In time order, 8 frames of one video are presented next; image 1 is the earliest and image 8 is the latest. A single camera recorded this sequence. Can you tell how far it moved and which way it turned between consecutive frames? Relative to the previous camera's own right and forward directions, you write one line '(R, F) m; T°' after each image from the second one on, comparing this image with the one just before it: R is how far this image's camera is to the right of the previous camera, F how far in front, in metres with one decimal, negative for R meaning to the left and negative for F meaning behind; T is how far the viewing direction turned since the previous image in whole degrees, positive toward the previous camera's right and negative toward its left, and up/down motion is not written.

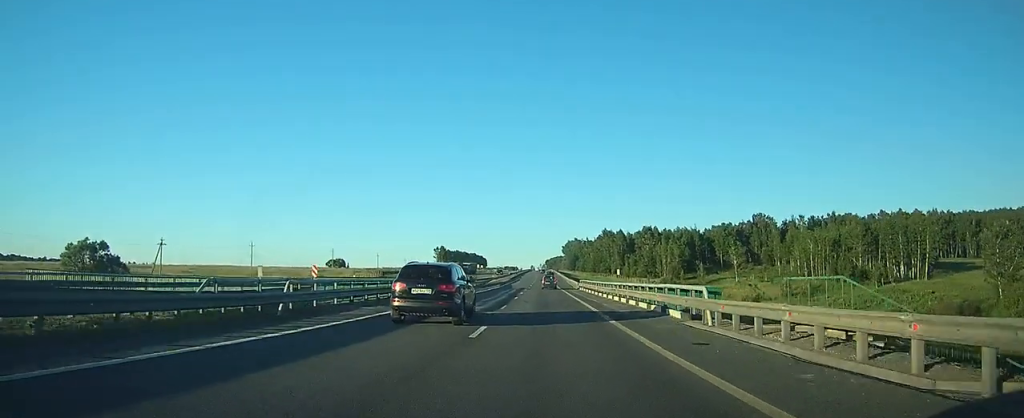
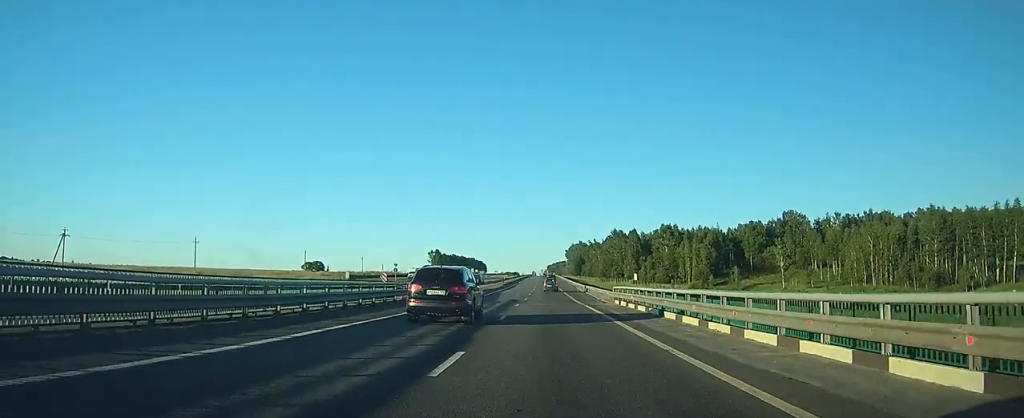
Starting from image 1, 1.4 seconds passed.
(-0.1, +29.3) m; 0°
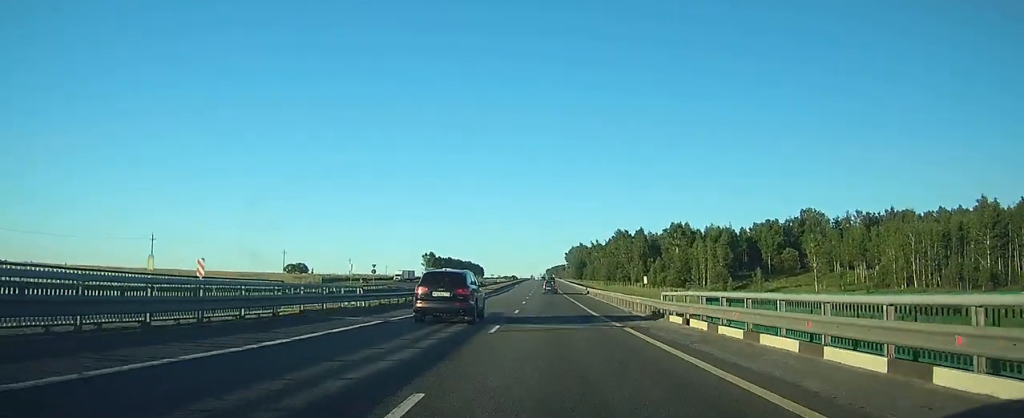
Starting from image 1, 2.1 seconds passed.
(0.0, +16.3) m; 0°
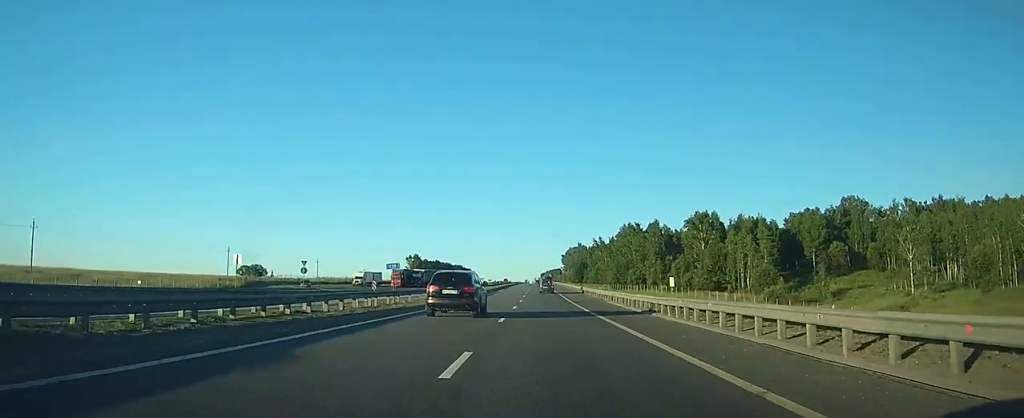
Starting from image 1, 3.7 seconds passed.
(-0.1, +32.2) m; 0°
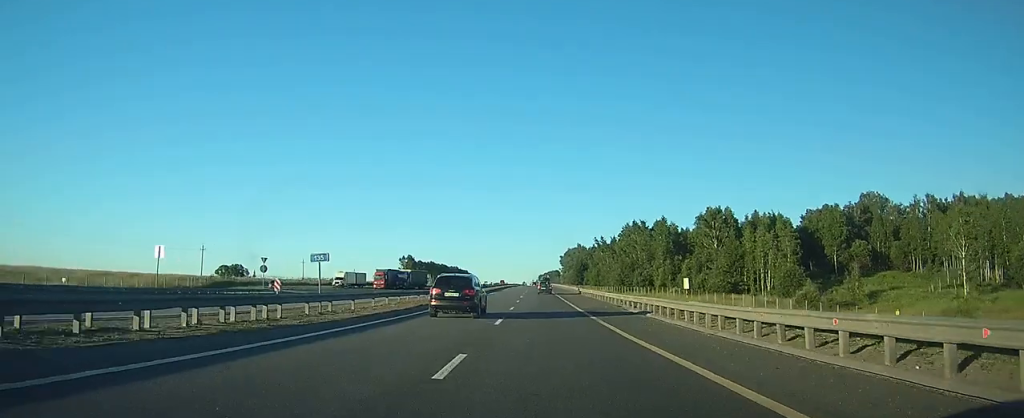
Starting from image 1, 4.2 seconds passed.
(0.0, +11.8) m; 0°
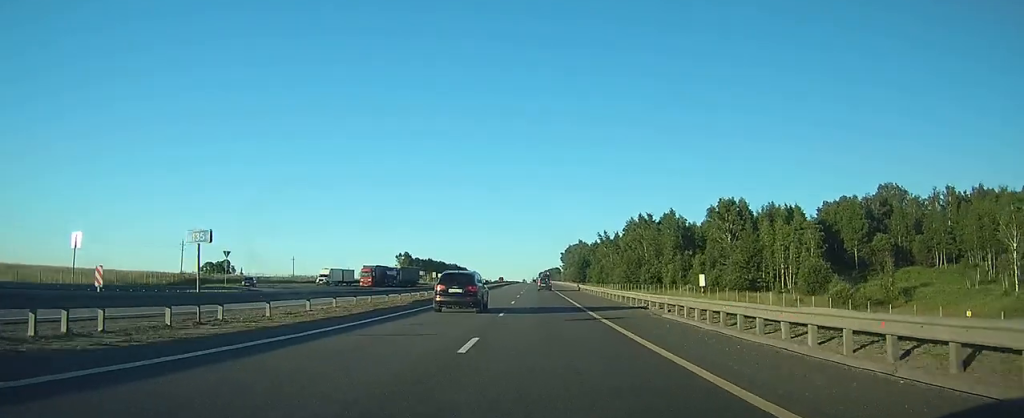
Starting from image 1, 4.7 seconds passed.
(0.0, +9.0) m; 0°
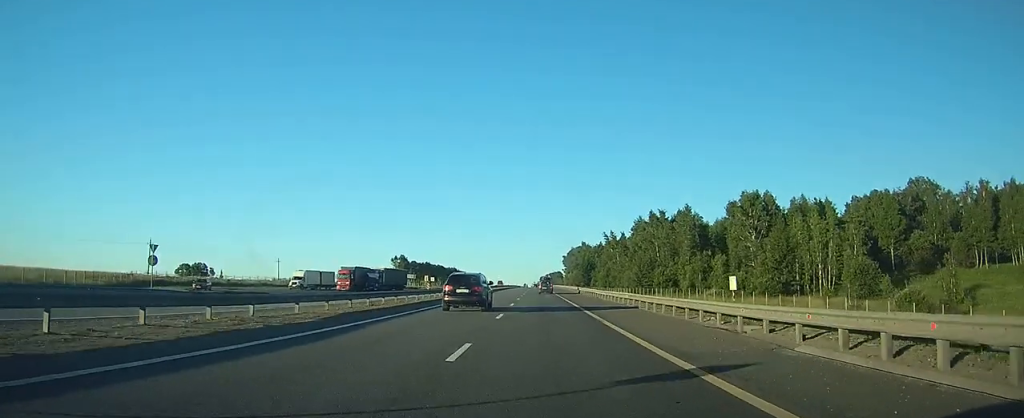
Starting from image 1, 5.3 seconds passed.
(0.0, +13.1) m; 0°
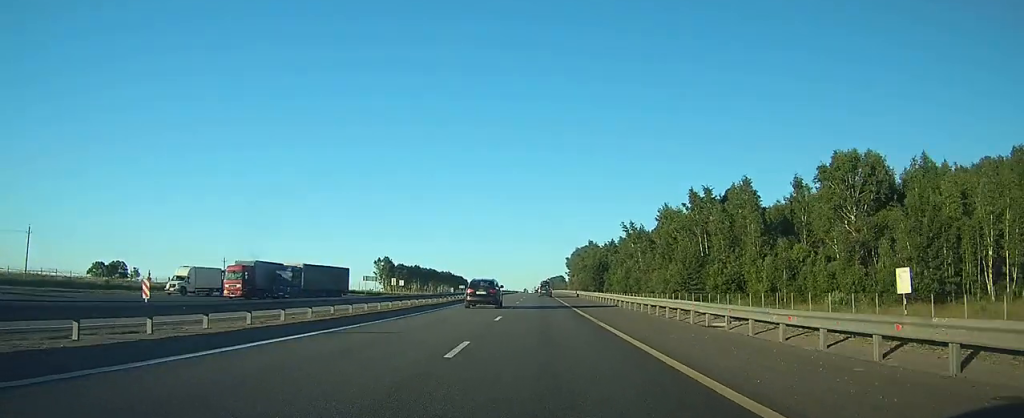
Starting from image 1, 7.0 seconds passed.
(0.0, +35.0) m; 0°
